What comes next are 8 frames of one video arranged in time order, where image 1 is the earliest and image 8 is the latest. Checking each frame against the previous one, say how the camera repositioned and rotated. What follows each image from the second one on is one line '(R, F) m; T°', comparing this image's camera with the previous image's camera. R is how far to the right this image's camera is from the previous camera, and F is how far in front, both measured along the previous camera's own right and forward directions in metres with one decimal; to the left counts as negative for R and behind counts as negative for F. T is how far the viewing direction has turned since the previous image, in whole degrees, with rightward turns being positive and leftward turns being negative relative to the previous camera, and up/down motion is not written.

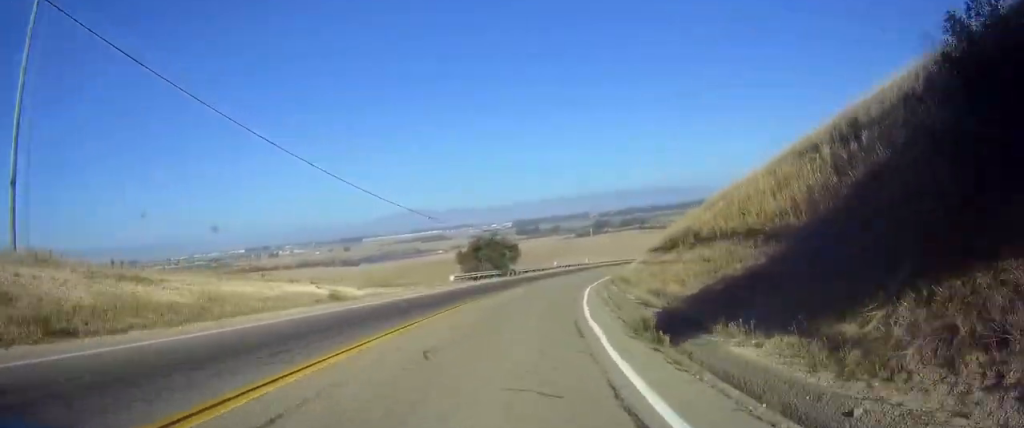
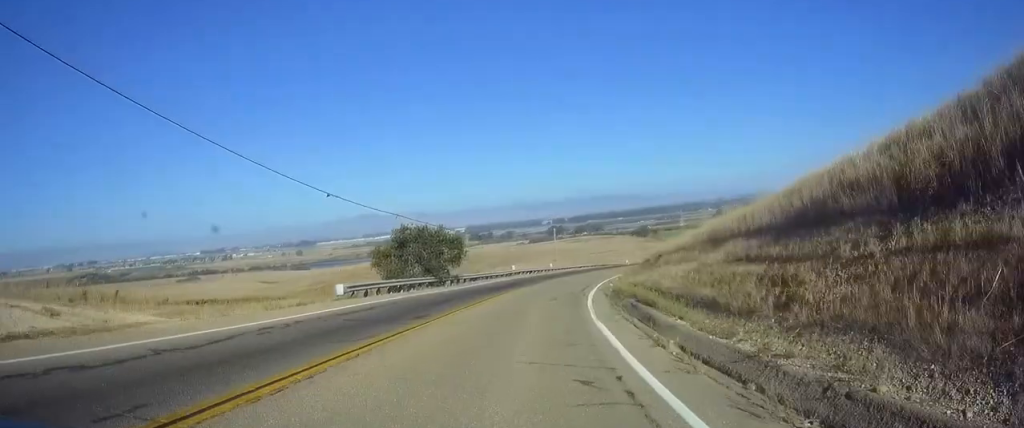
(+0.6, +21.0) m; +4°
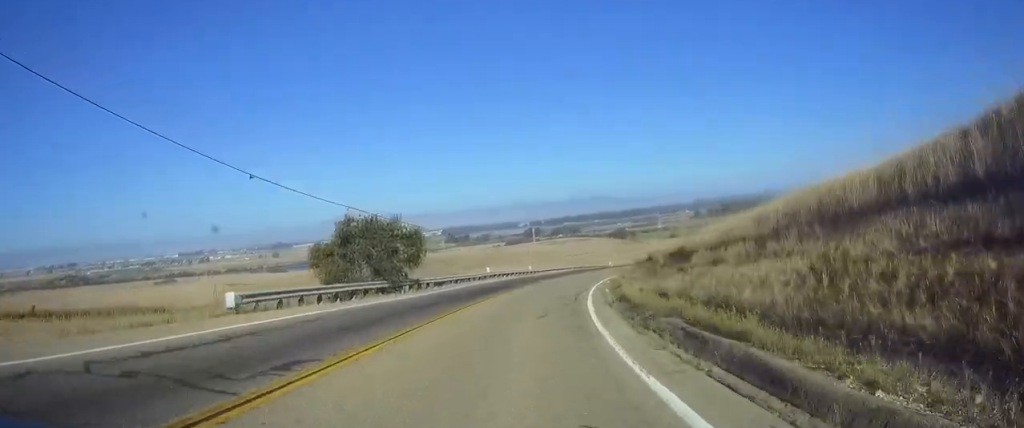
(+0.2, +9.2) m; +2°
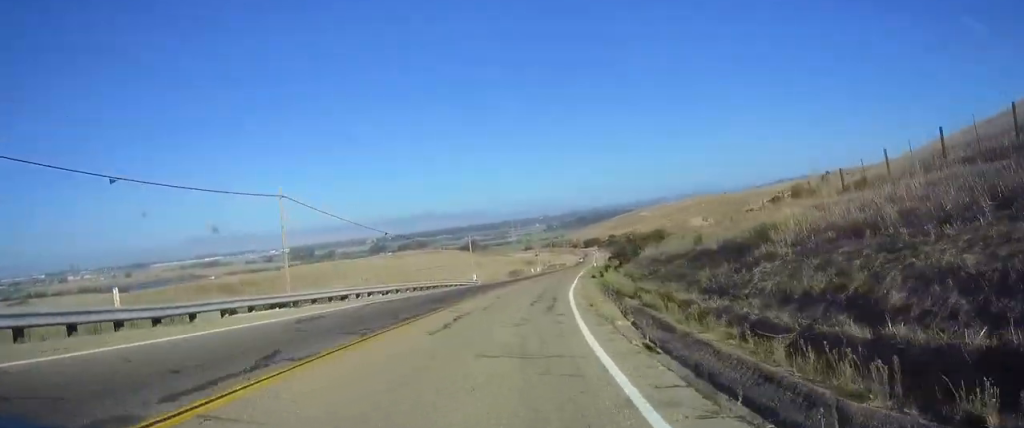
(+9.7, +65.1) m; +21°
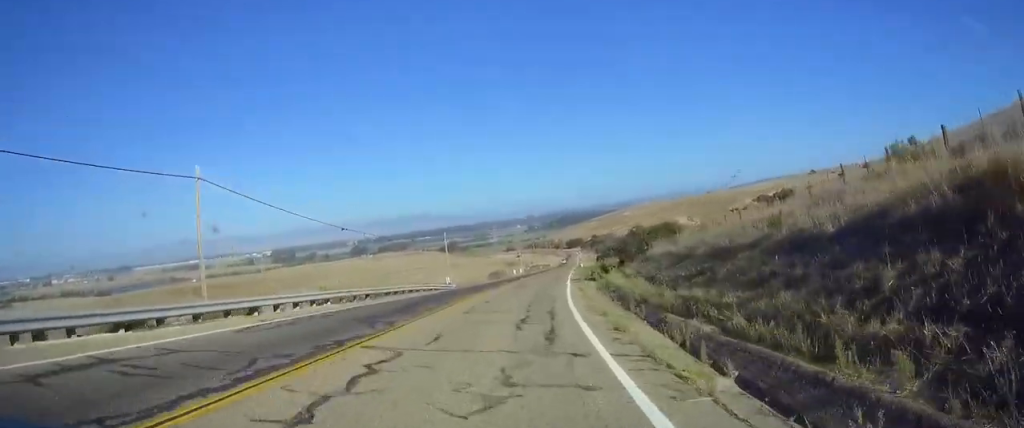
(+0.8, +9.4) m; +4°
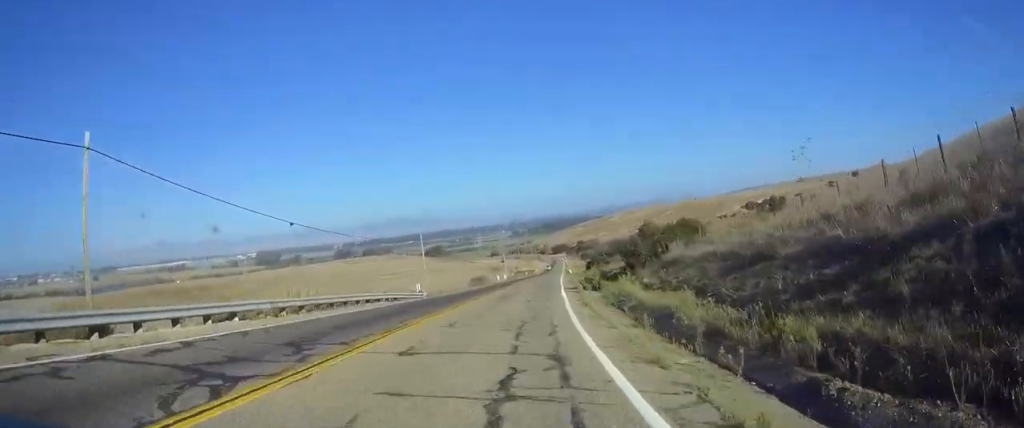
(+0.8, +8.8) m; +3°
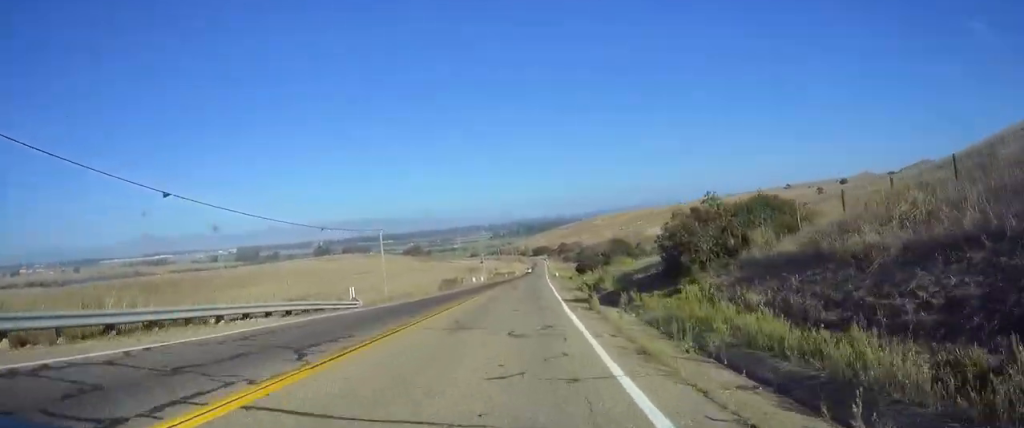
(+0.6, +14.9) m; +2°
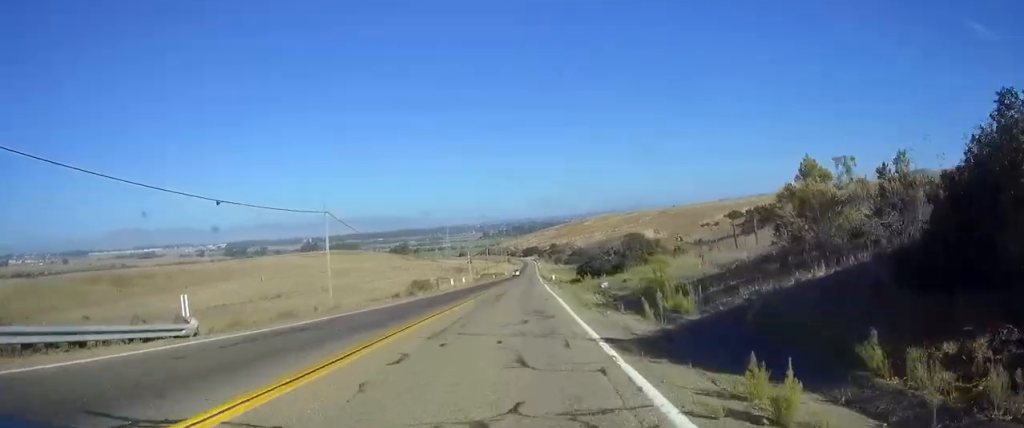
(0.0, +17.3) m; +1°
